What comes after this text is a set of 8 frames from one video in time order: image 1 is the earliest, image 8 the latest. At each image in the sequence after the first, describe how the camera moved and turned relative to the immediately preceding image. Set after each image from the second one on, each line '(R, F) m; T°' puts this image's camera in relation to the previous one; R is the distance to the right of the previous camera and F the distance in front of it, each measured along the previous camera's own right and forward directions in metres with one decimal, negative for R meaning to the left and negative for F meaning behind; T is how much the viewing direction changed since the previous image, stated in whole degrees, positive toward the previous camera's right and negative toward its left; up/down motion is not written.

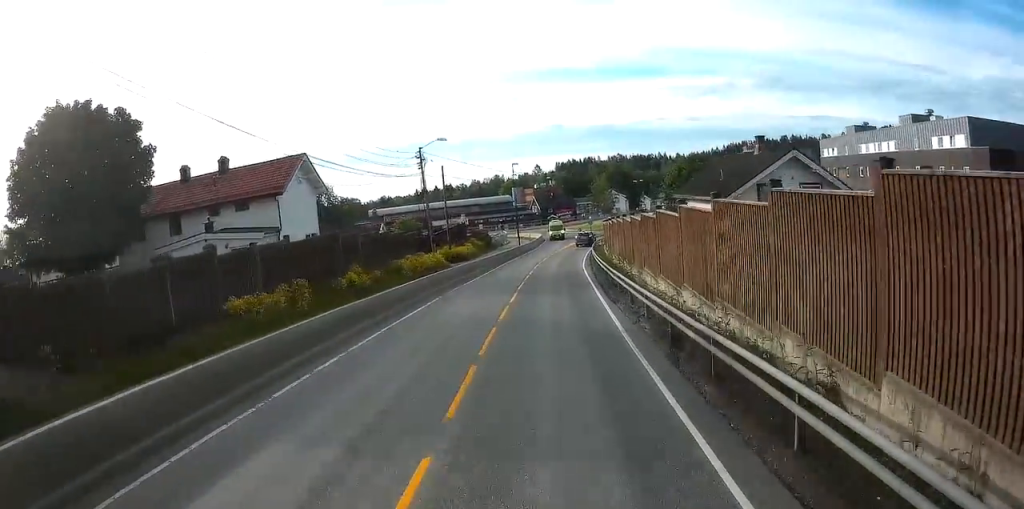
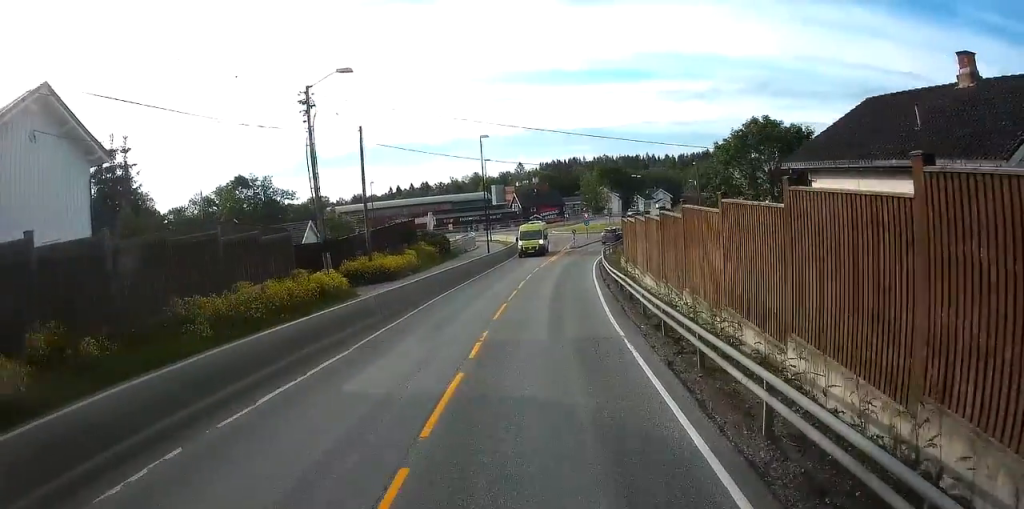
(+0.3, +20.9) m; +1°
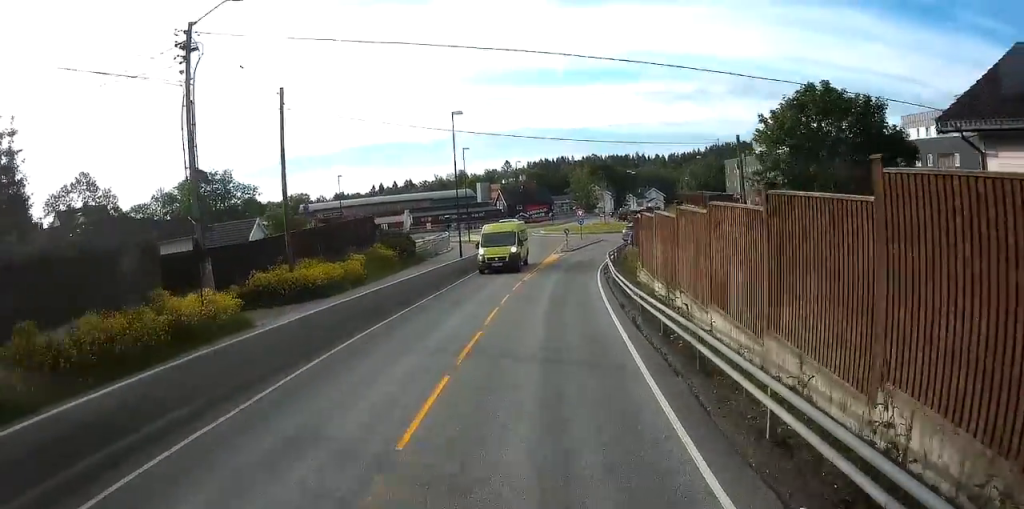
(0.0, +9.4) m; 0°
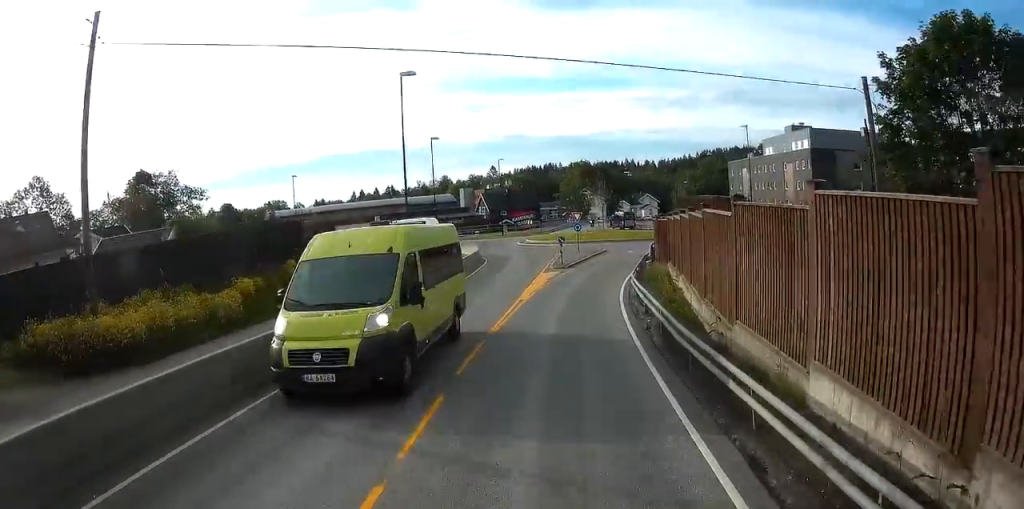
(0.0, +11.7) m; +1°
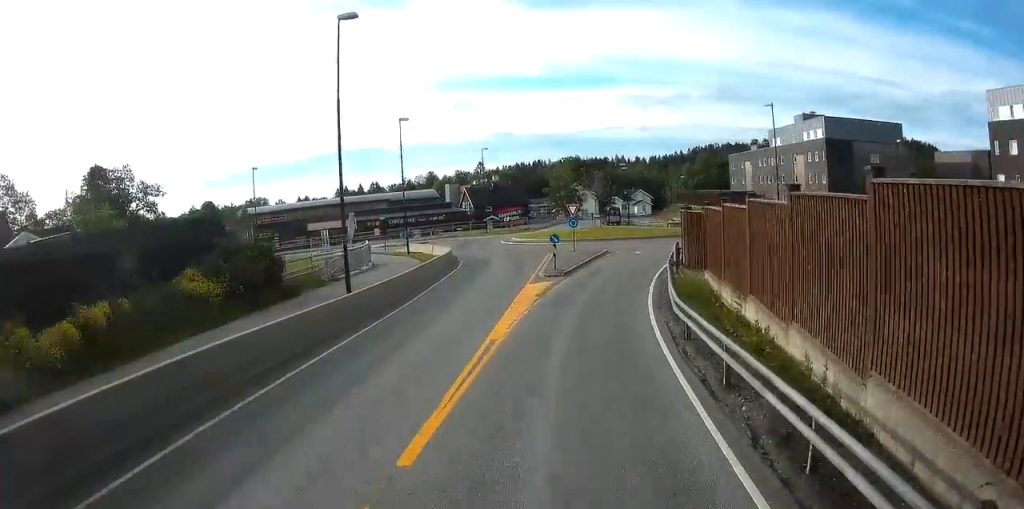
(+0.1, +7.8) m; +1°
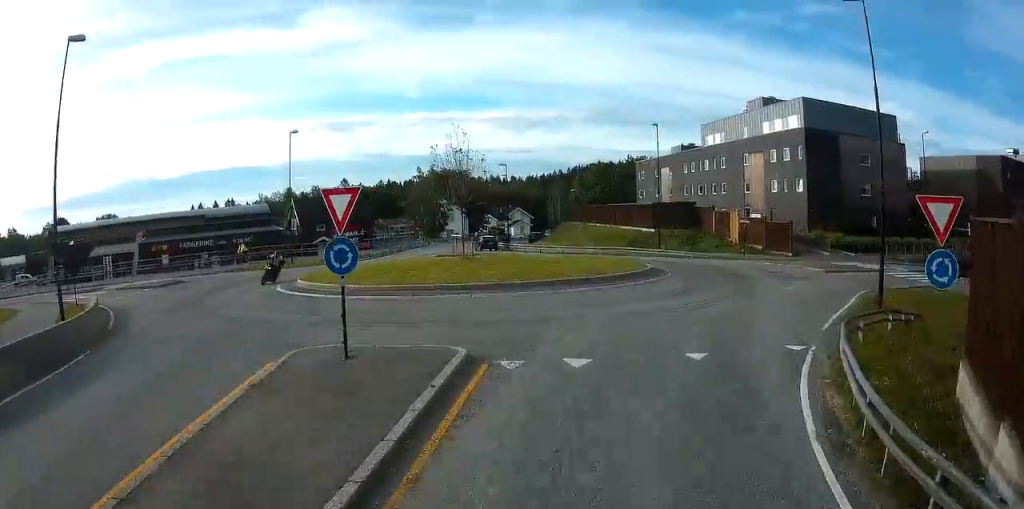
(+3.3, +24.5) m; +17°
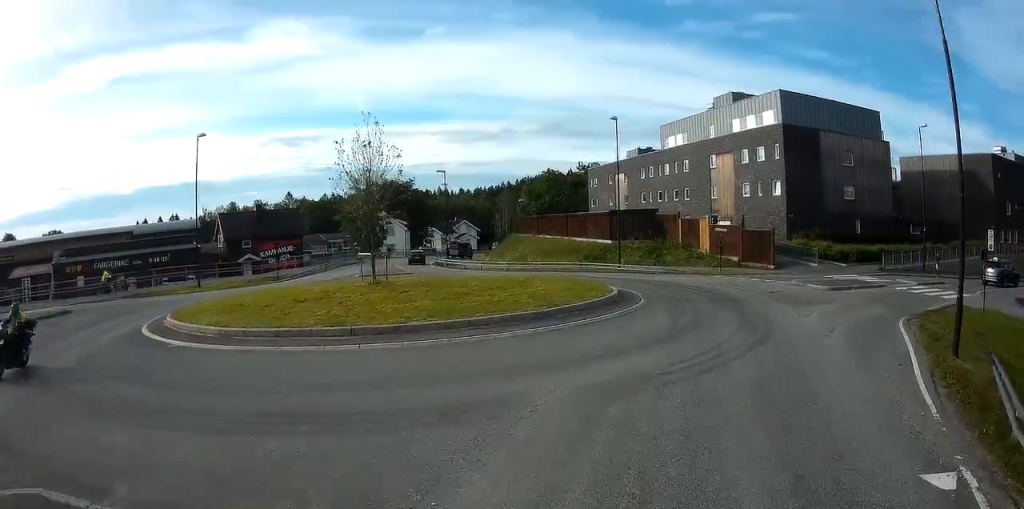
(+0.3, +6.5) m; +6°
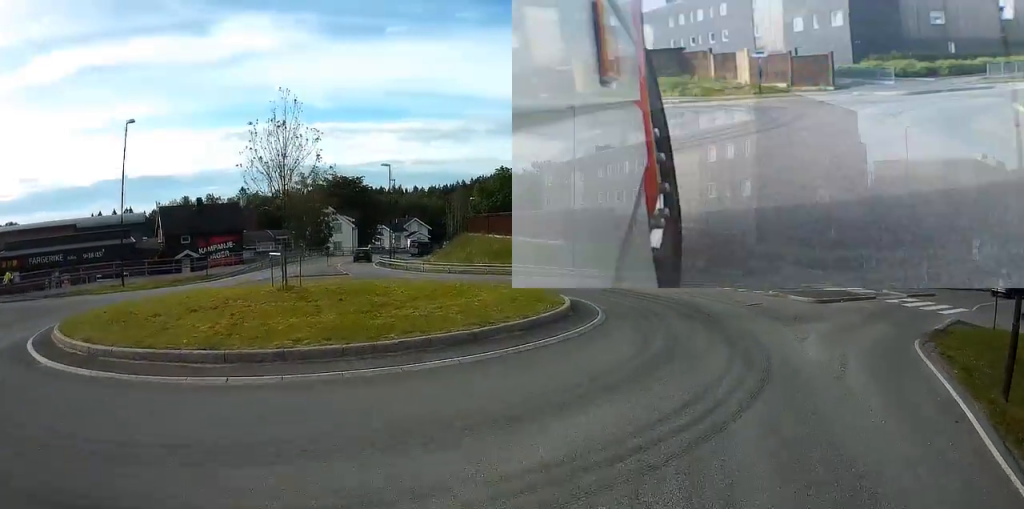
(0.0, +3.4) m; +4°
